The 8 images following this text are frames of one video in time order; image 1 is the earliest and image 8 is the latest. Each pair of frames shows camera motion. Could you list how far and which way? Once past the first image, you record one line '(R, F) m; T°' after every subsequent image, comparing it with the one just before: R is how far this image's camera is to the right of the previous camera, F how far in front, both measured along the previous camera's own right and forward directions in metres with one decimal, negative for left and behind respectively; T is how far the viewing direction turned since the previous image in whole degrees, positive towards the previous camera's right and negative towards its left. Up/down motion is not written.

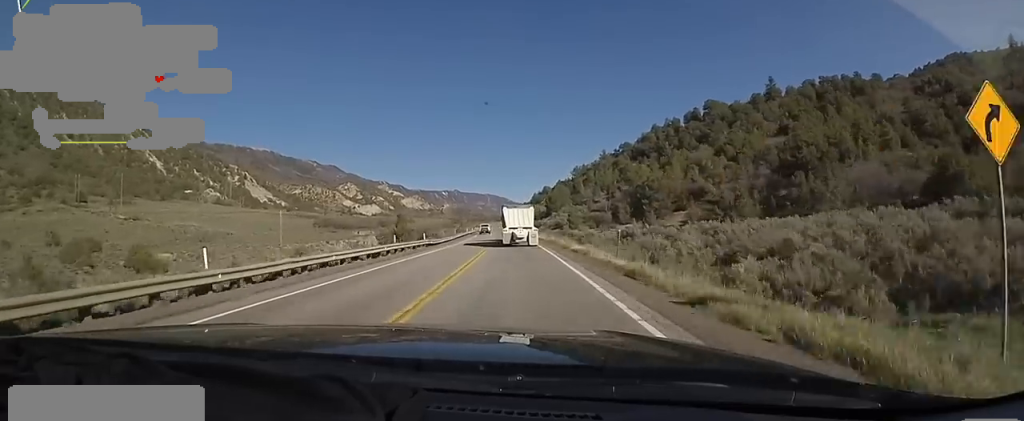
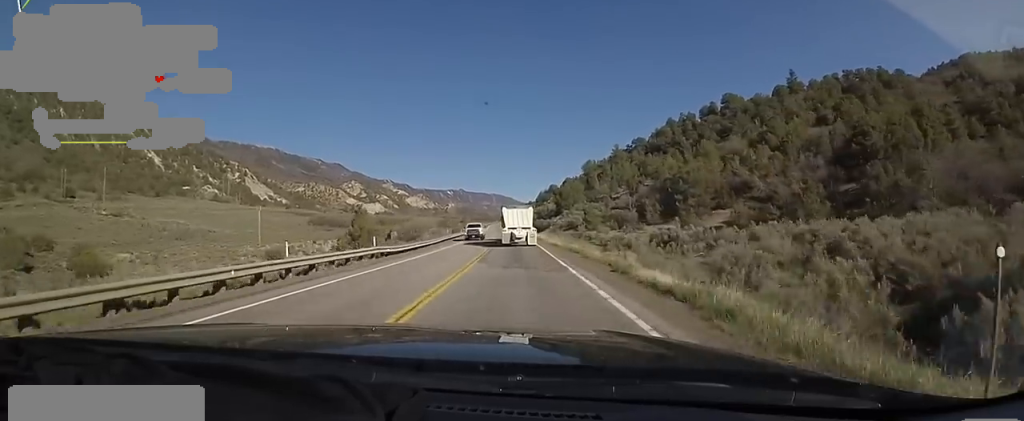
(-0.6, +14.7) m; -2°
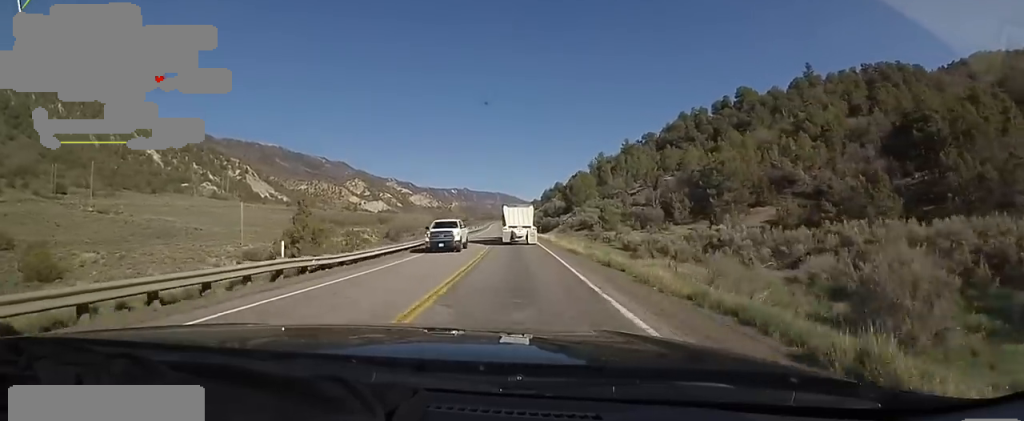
(-0.6, +10.3) m; -1°
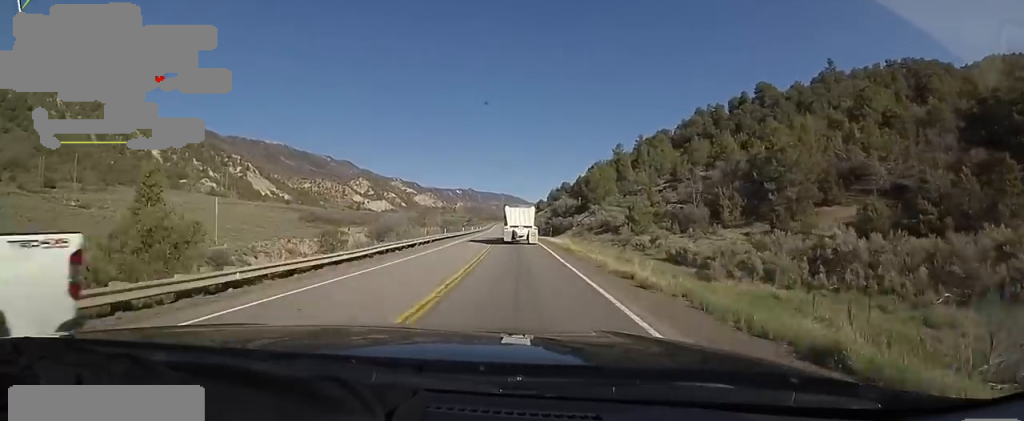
(+0.3, +12.4) m; +1°
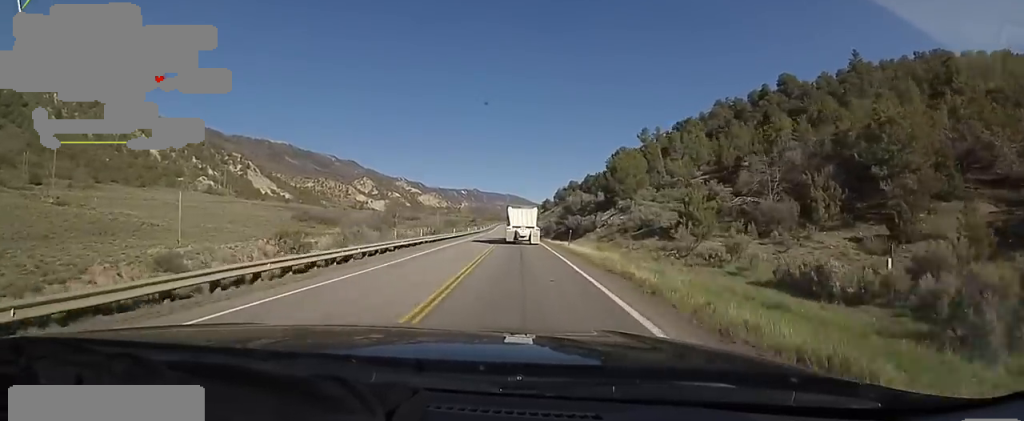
(+0.3, +13.8) m; +1°
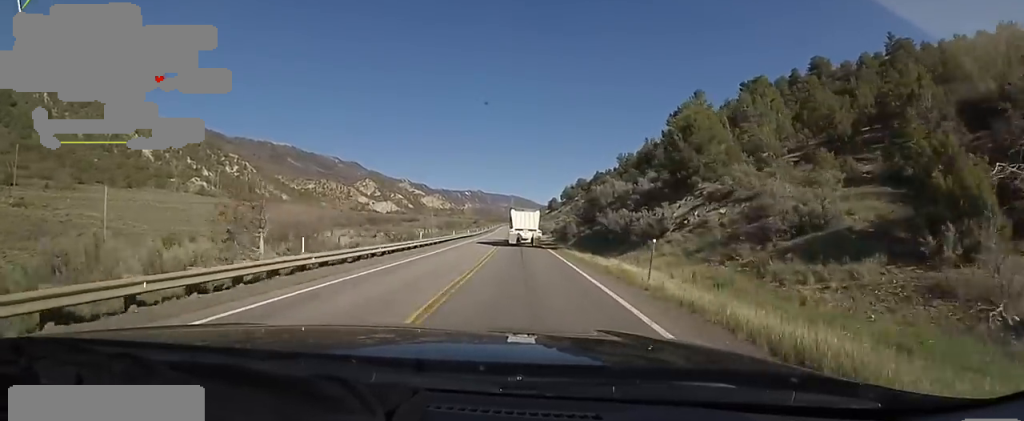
(0.0, +20.5) m; -2°
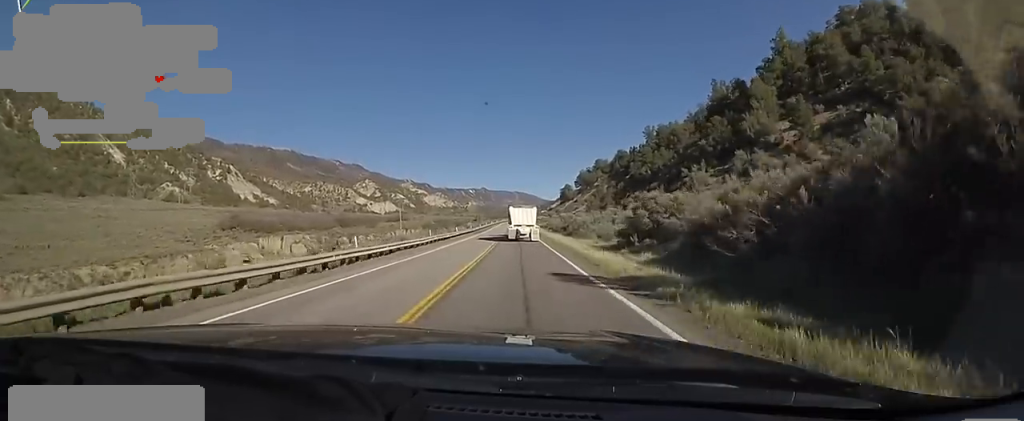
(-1.1, +51.2) m; +1°
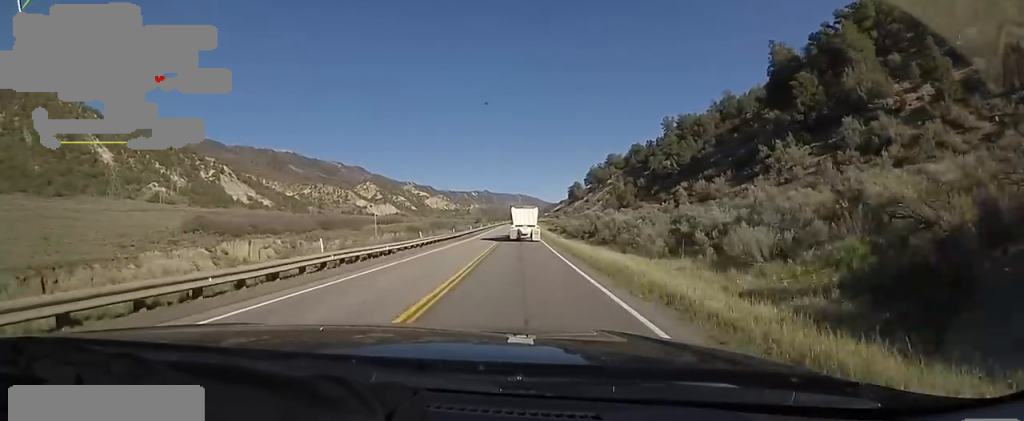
(+0.6, +22.9) m; +1°
